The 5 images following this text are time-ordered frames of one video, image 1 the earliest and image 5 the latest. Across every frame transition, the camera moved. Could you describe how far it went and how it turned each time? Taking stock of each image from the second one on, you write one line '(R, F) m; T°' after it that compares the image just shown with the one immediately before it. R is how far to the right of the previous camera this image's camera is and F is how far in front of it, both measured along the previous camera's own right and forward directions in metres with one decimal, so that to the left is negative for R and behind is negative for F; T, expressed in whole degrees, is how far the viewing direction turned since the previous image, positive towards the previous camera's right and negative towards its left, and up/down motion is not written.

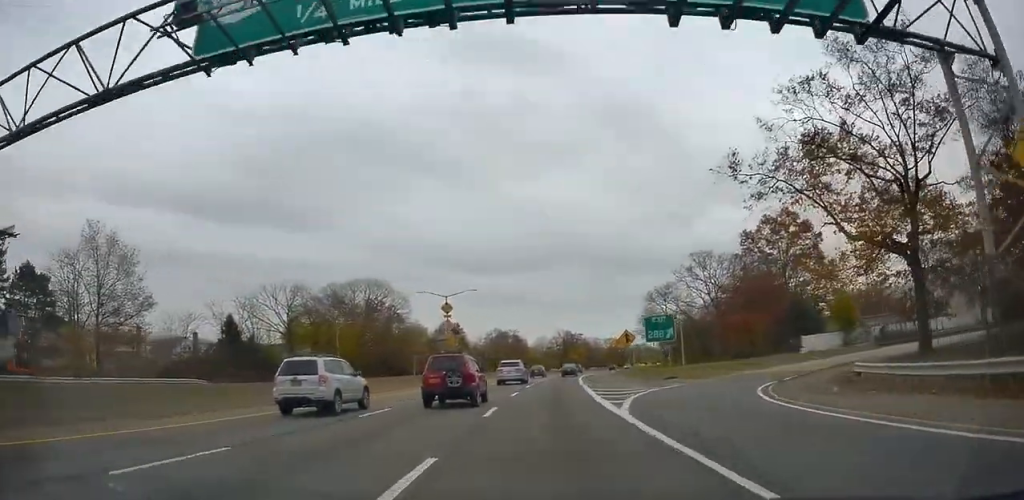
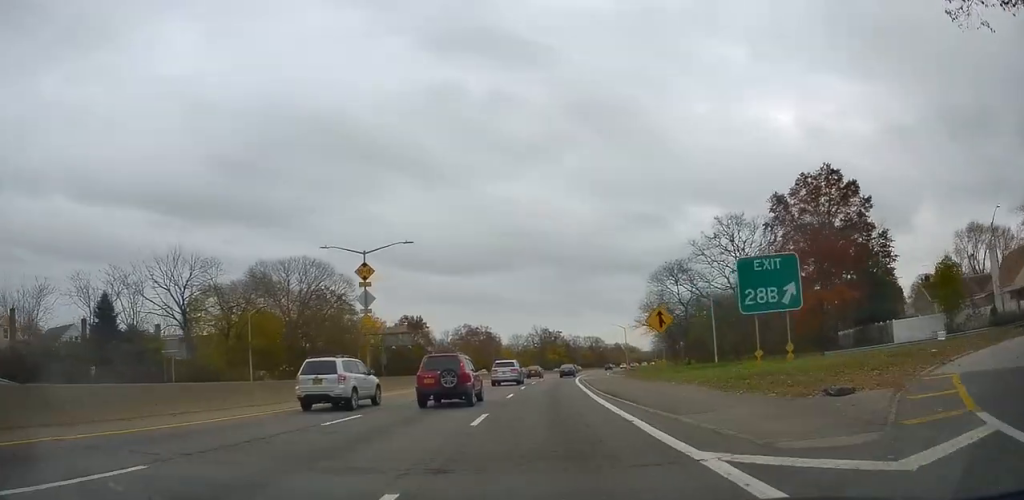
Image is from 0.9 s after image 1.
(+0.7, +22.5) m; +3°
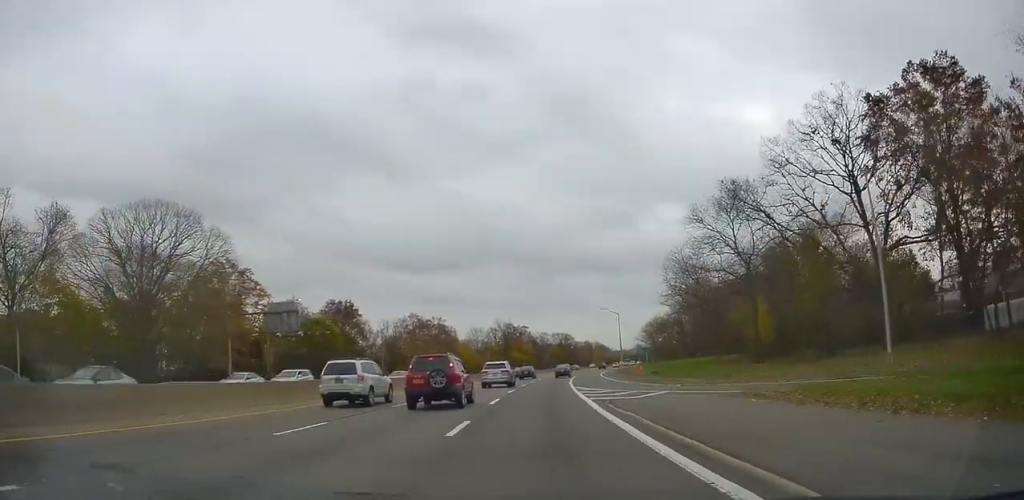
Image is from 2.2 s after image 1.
(+0.7, +32.0) m; +2°
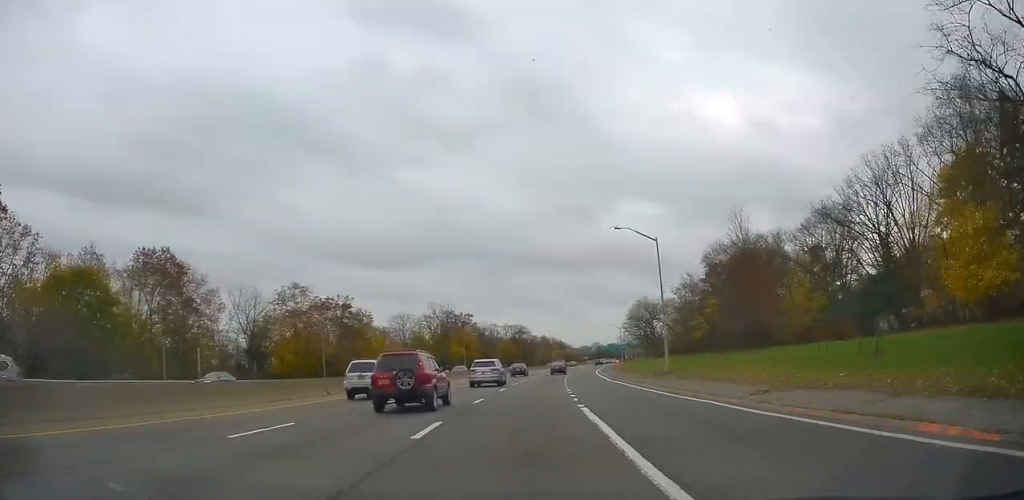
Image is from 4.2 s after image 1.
(+2.6, +48.7) m; +7°
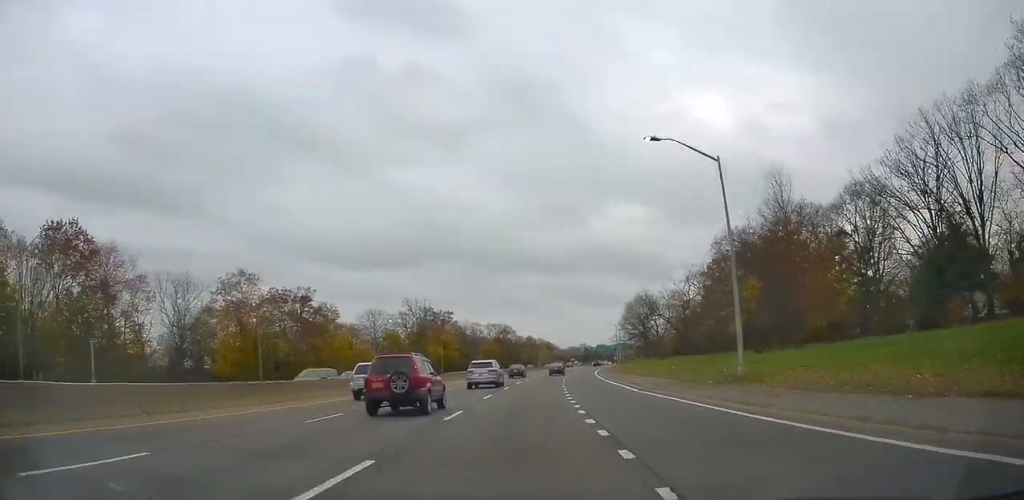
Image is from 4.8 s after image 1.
(+0.1, +14.6) m; +2°
